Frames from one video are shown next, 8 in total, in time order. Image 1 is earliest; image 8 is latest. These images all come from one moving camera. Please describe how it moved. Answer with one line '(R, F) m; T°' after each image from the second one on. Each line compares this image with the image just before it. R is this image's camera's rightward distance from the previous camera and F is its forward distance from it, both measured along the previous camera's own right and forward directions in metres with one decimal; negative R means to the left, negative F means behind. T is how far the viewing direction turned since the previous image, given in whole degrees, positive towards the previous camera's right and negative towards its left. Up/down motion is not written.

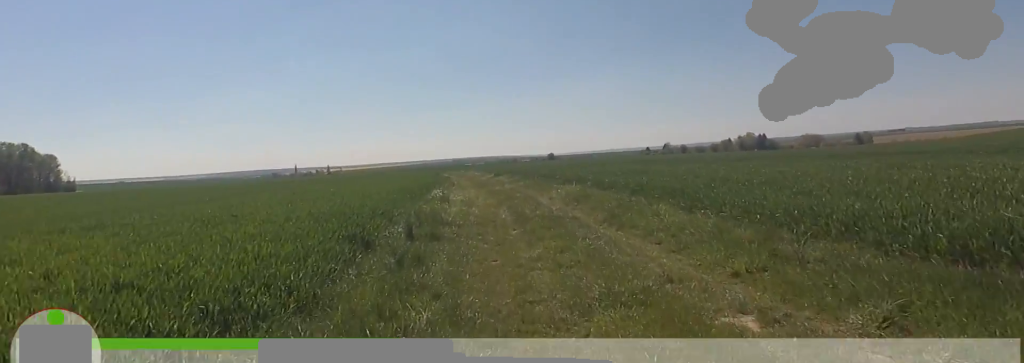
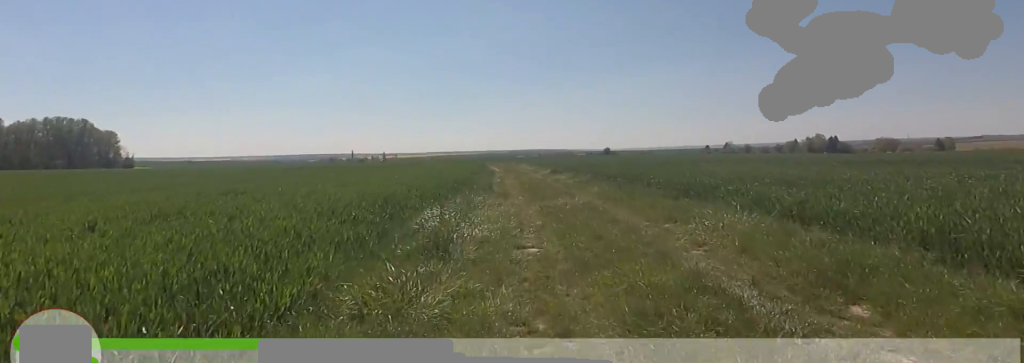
(-0.4, +9.2) m; -12°
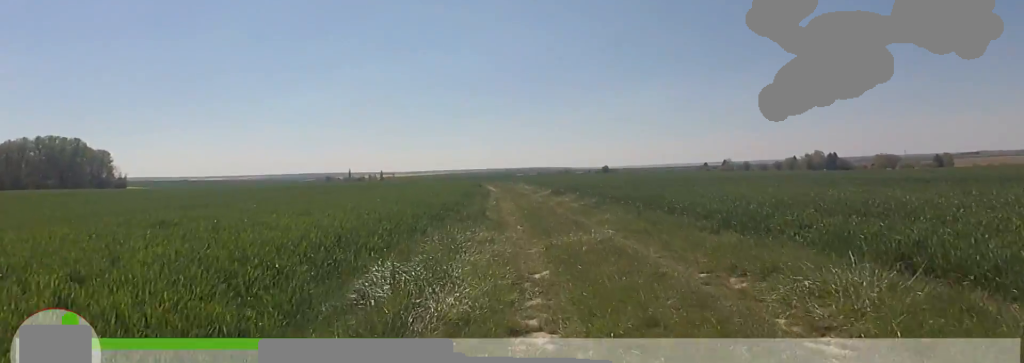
(-0.2, +2.7) m; 0°
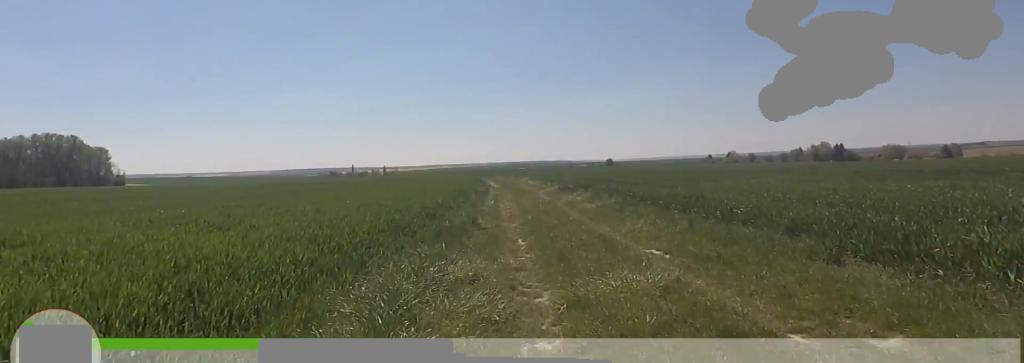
(0.0, +3.8) m; 0°
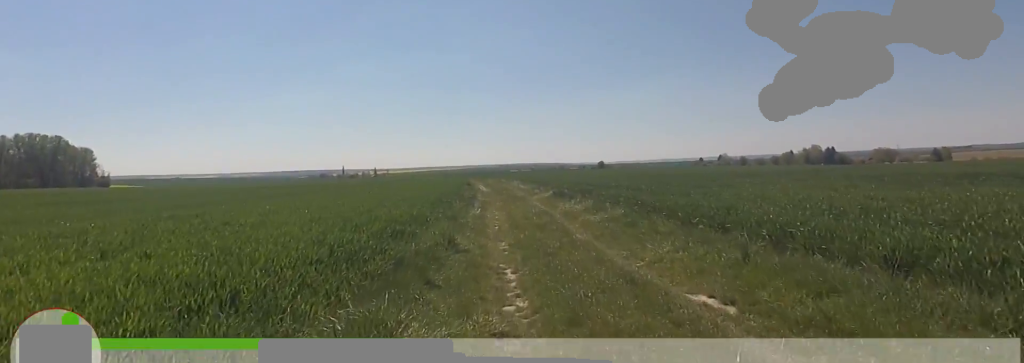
(+0.2, +2.6) m; 0°
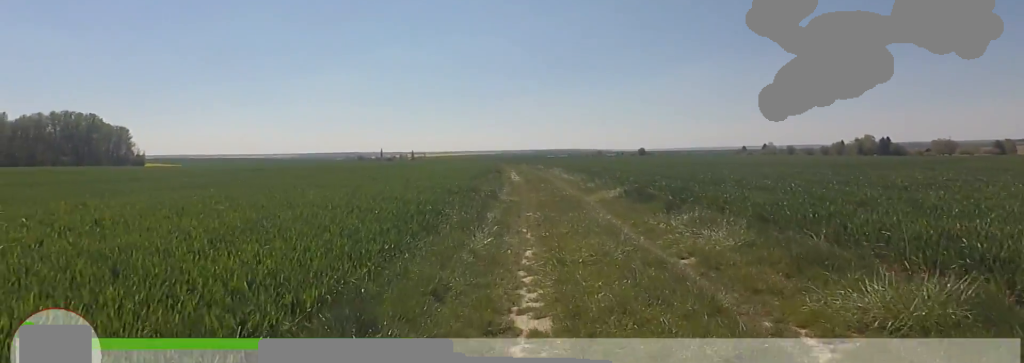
(-0.6, +9.4) m; -3°
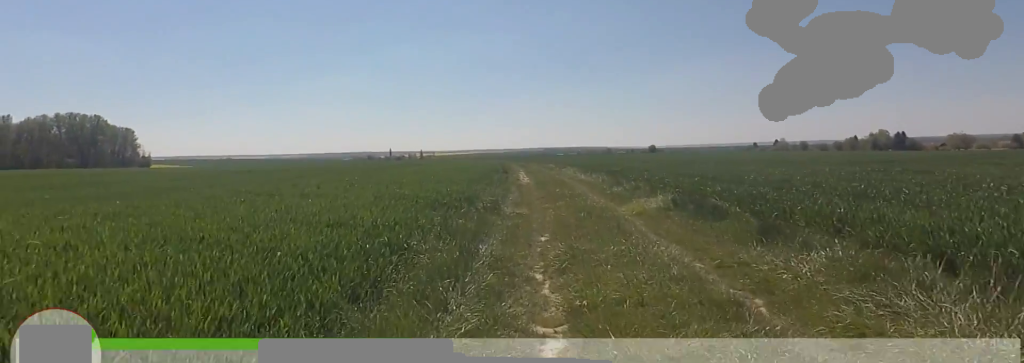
(0.0, +3.8) m; +2°
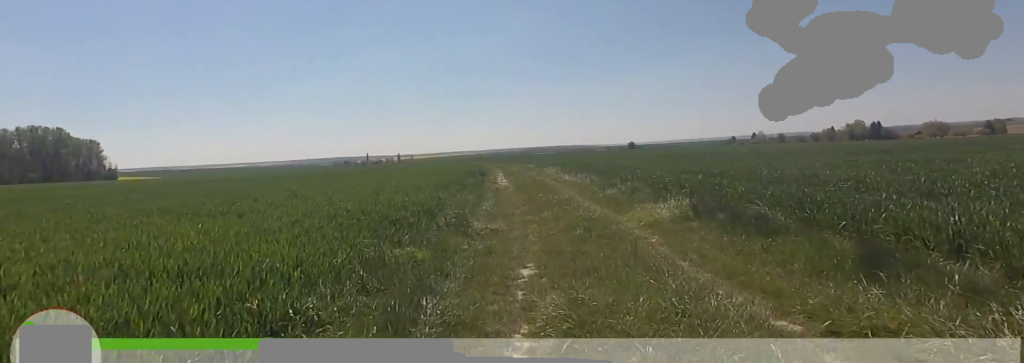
(+0.2, +2.5) m; 0°
